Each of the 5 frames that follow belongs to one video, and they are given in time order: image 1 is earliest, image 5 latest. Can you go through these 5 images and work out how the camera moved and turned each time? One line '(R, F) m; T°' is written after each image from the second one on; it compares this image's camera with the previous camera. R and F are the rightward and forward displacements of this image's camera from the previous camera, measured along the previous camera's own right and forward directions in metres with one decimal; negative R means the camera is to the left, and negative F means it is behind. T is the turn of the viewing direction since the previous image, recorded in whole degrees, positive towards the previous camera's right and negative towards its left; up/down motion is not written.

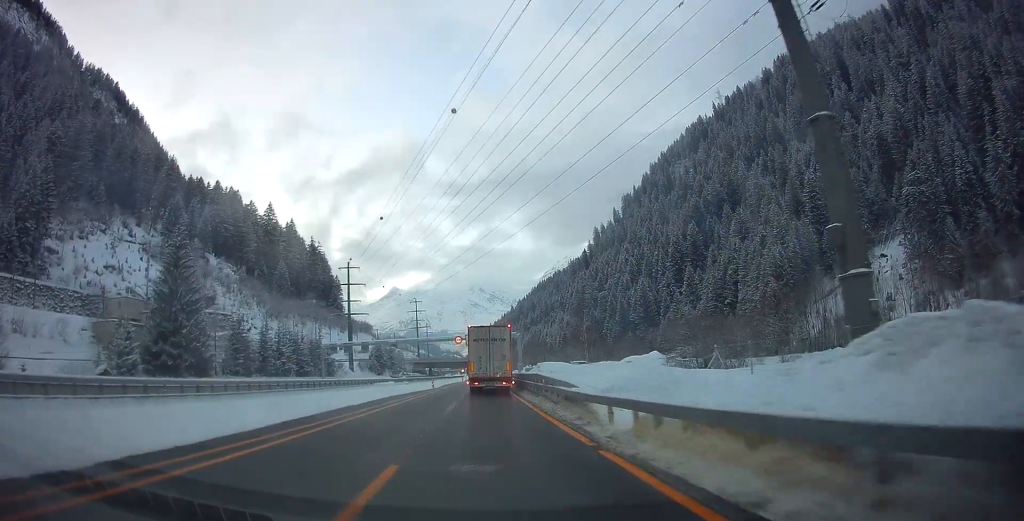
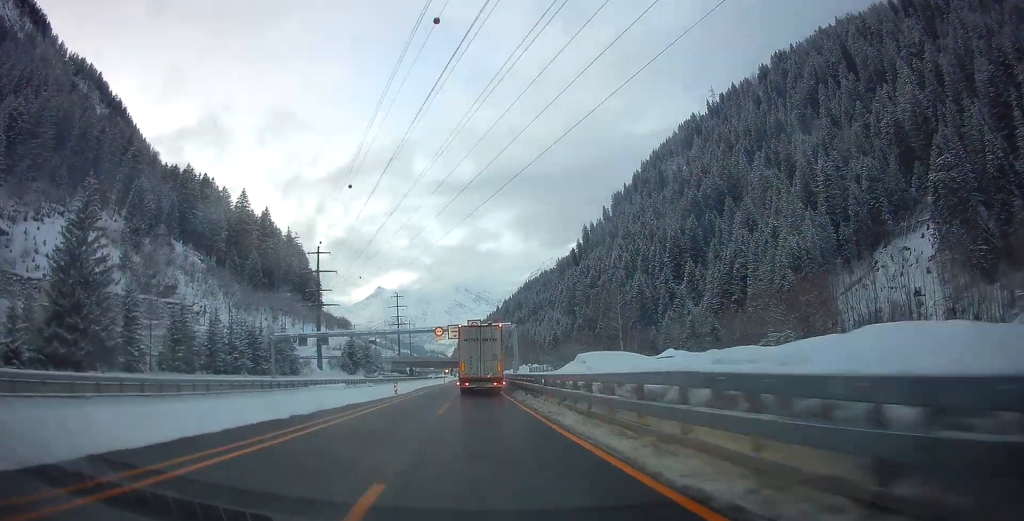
(0.0, +17.9) m; 0°
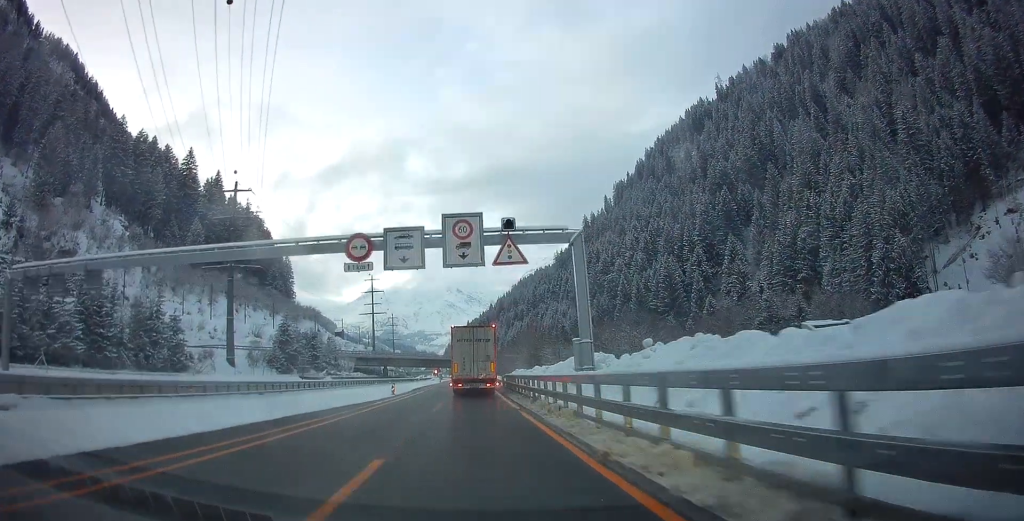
(+1.1, +50.5) m; +2°
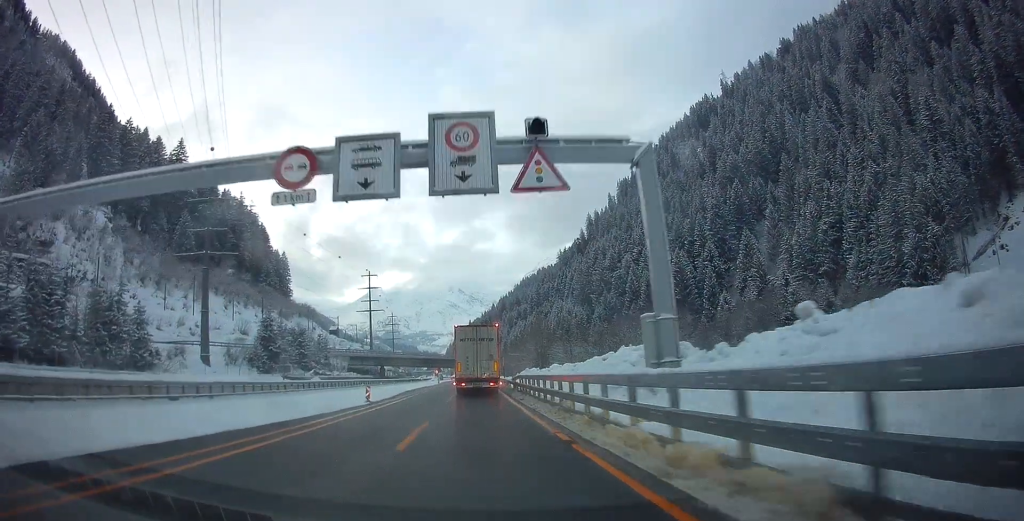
(0.0, +10.1) m; 0°
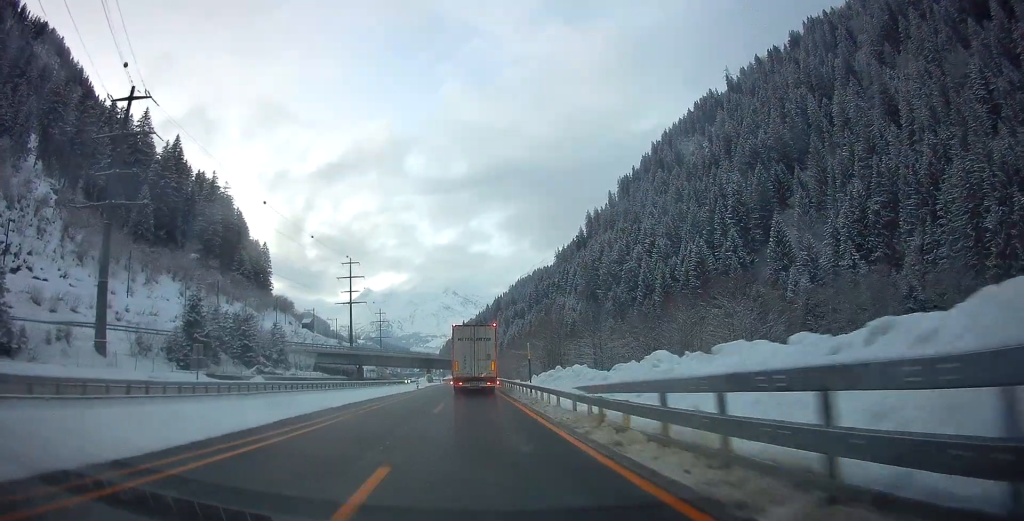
(-0.3, +25.5) m; -1°
